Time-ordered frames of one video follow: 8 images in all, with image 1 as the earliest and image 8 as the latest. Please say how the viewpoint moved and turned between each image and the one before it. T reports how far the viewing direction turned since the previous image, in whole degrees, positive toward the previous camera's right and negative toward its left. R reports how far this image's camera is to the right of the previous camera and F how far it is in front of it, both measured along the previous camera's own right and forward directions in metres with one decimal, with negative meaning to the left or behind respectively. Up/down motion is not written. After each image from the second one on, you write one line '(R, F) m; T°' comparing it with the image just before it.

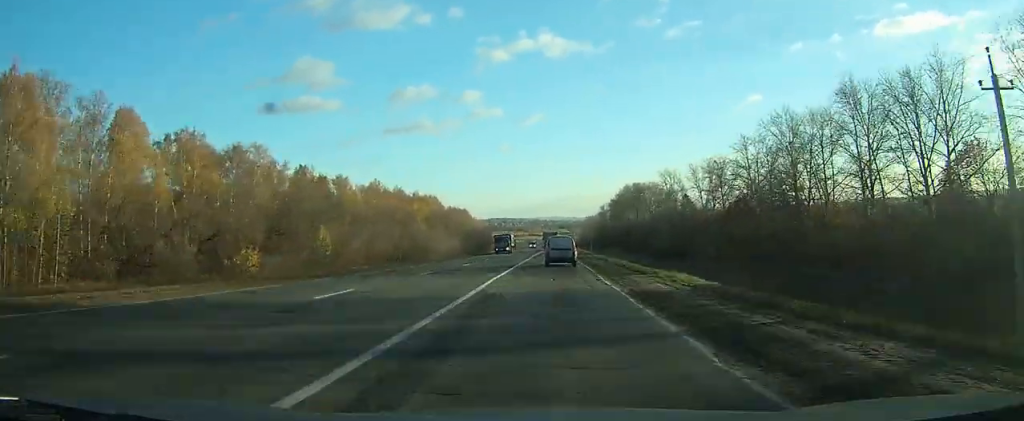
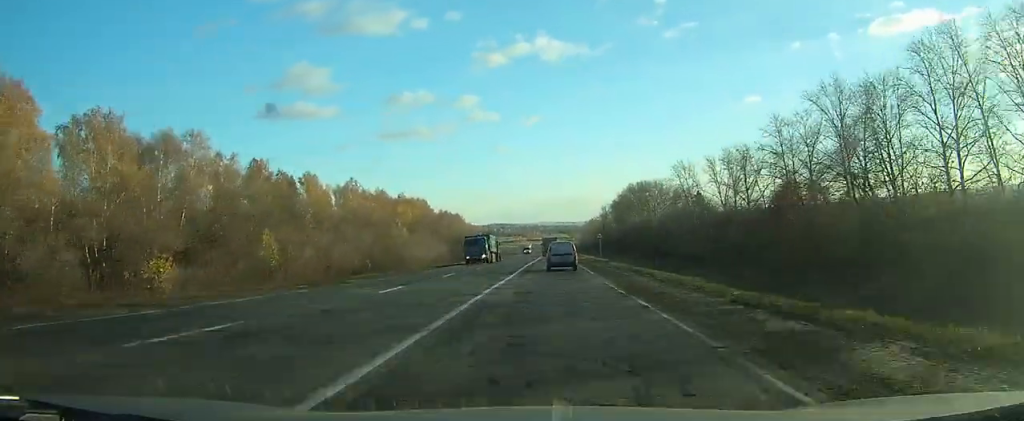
(-0.1, +18.8) m; 0°
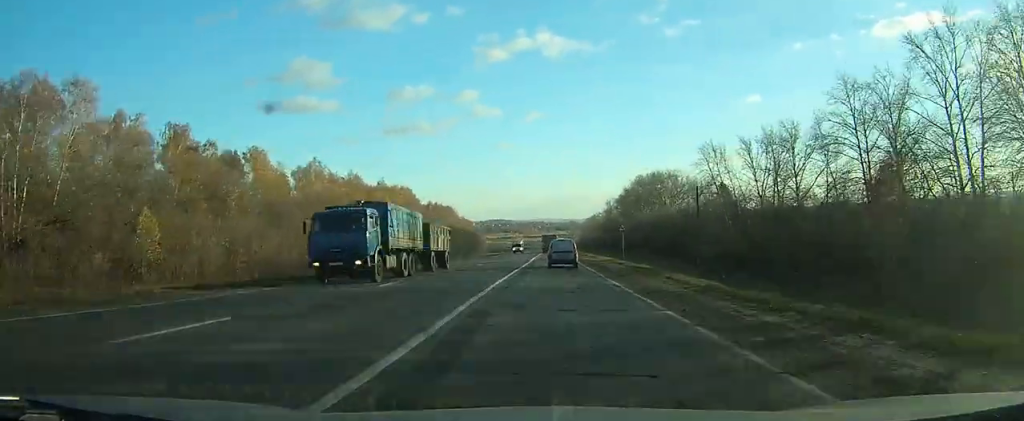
(0.0, +24.0) m; 0°
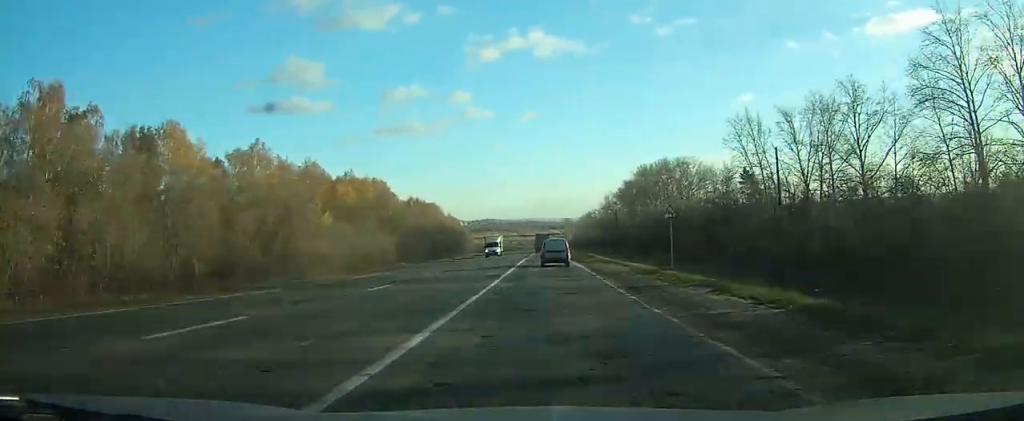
(+0.1, +22.4) m; +1°
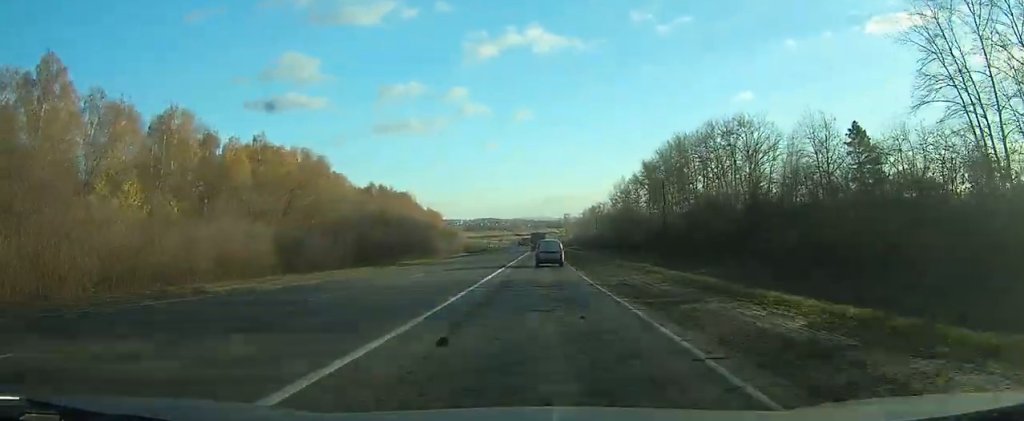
(+0.4, +46.5) m; +1°
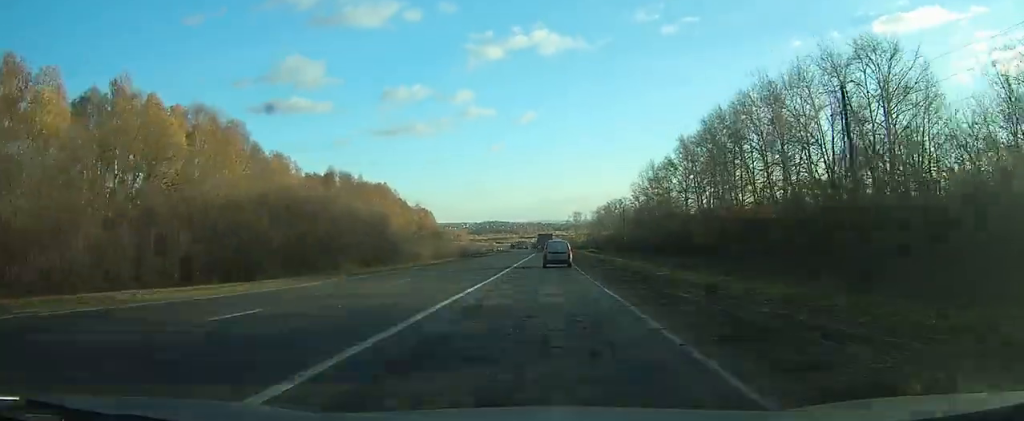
(+0.2, +42.1) m; -1°
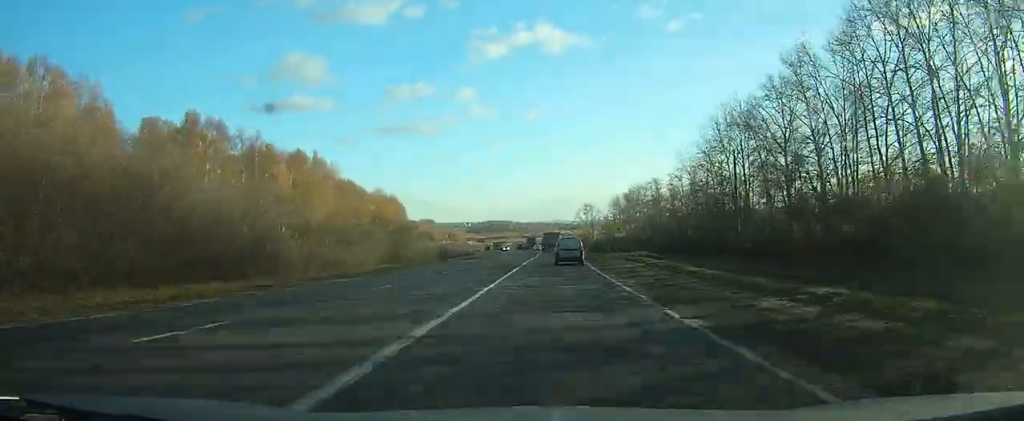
(-1.2, +62.8) m; -1°
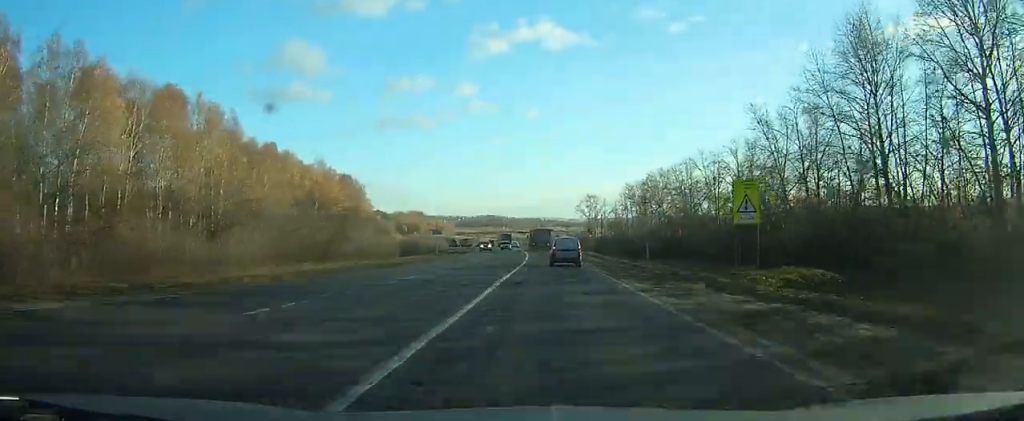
(+0.5, +44.2) m; 0°
